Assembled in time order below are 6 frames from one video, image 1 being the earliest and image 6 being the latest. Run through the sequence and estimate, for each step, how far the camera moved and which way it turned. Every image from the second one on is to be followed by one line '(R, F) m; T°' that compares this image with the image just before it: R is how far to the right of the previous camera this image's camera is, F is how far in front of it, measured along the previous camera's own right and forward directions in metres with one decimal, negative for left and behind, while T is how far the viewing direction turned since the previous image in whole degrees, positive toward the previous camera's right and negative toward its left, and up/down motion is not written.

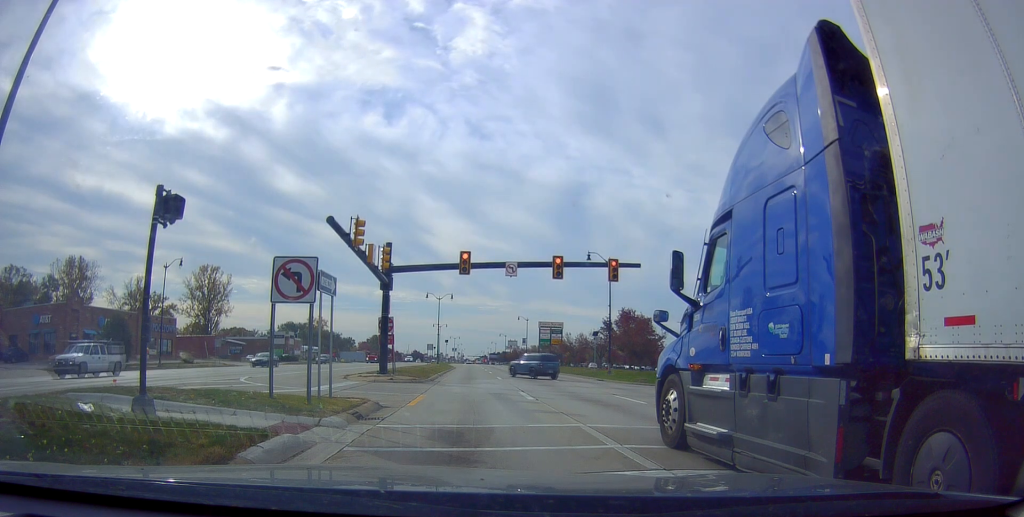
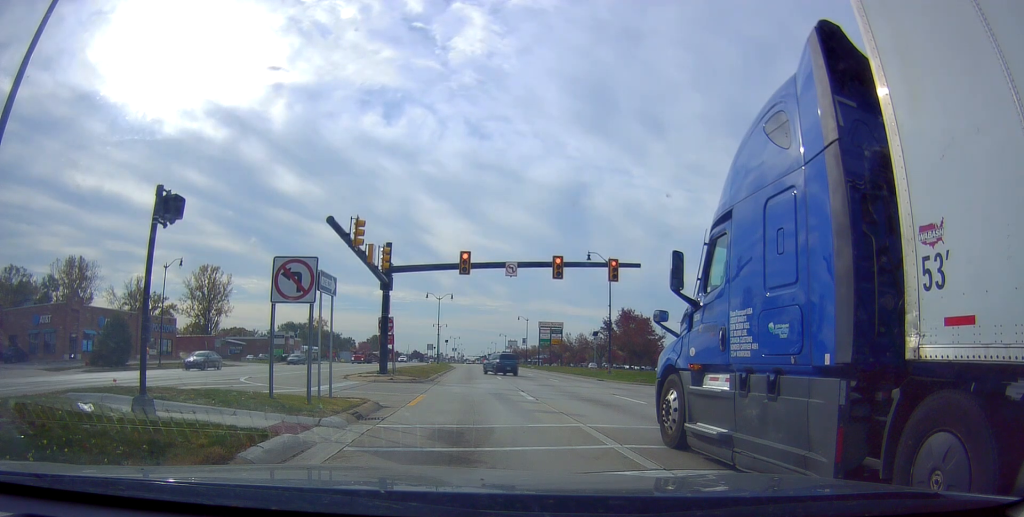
(0.0, 0.0) m; 0°
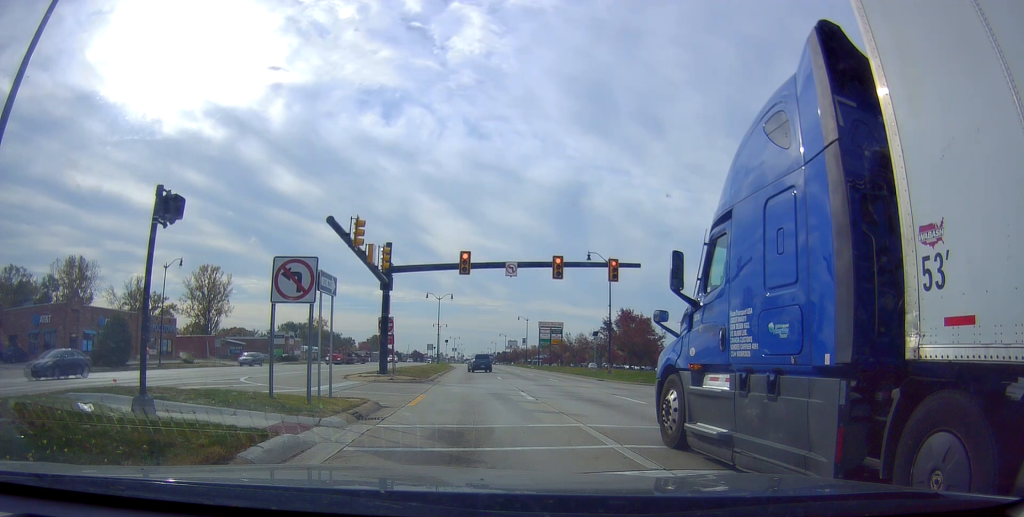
(0.0, 0.0) m; 0°
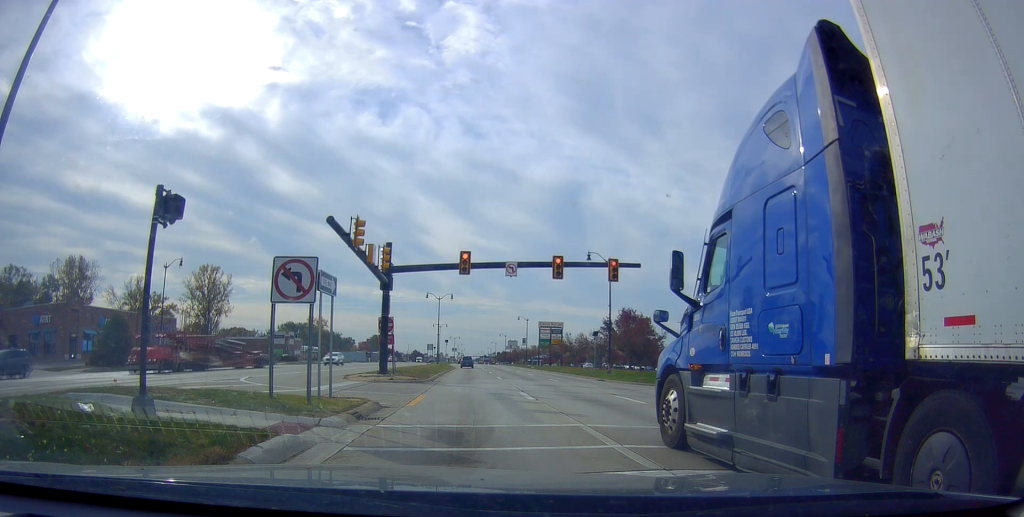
(0.0, 0.0) m; 0°
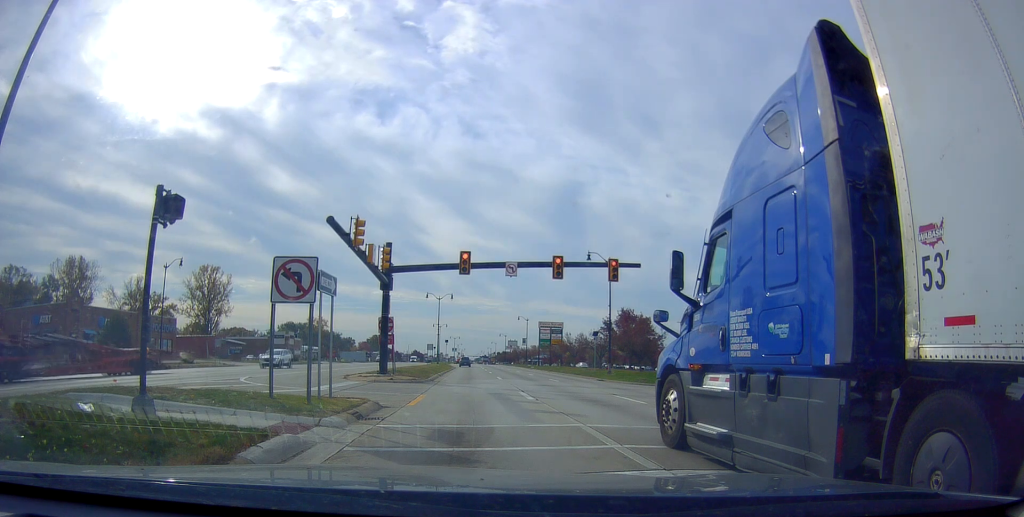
(0.0, 0.0) m; 0°
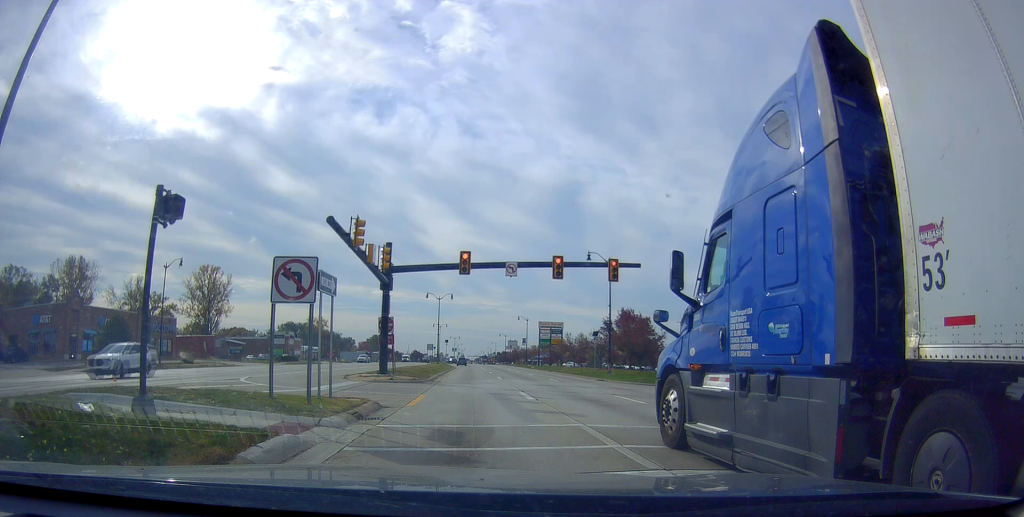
(0.0, 0.0) m; 0°
